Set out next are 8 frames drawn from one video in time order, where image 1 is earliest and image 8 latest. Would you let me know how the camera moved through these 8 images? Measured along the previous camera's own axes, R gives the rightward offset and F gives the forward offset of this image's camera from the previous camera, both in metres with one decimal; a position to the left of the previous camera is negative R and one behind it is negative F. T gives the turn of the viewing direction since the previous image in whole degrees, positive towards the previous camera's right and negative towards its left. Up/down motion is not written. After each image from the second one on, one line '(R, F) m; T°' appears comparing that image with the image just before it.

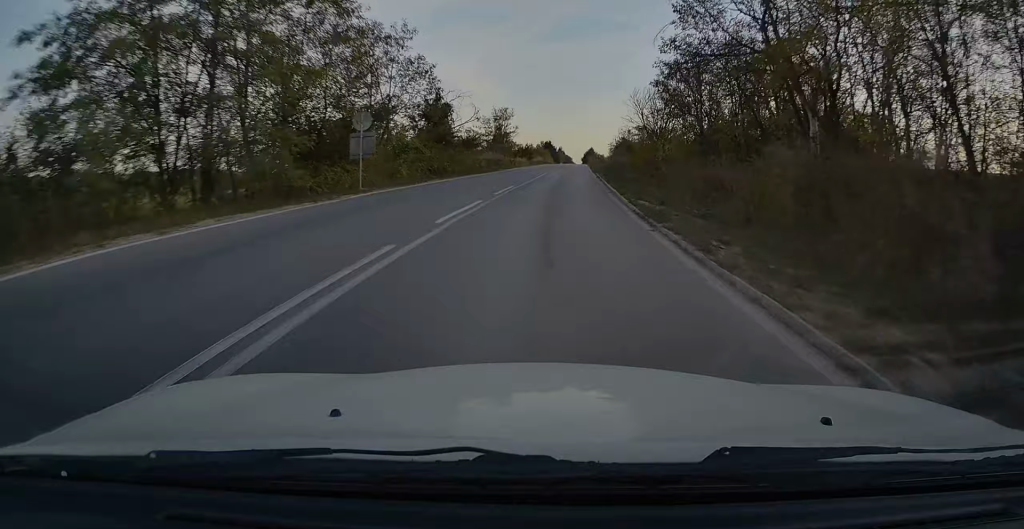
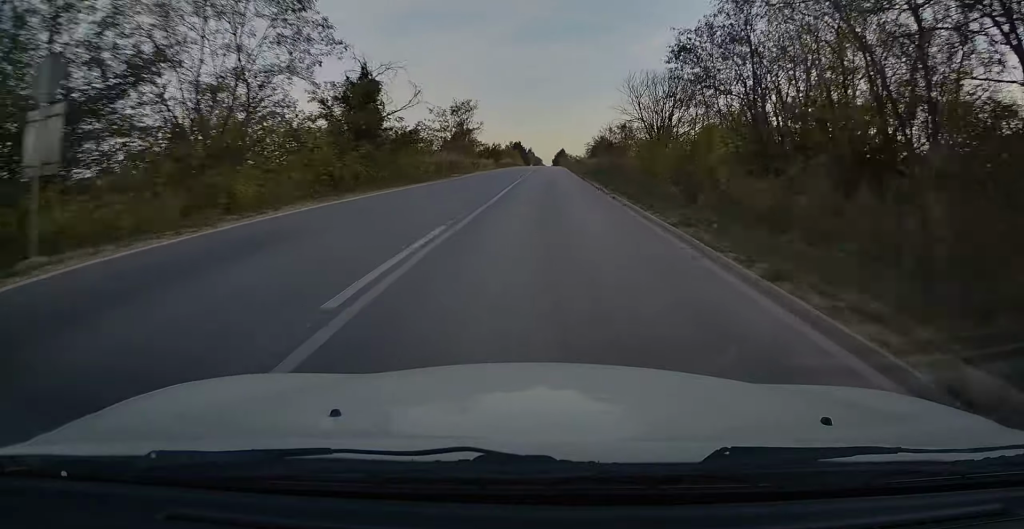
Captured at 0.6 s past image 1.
(+0.2, +15.2) m; +2°
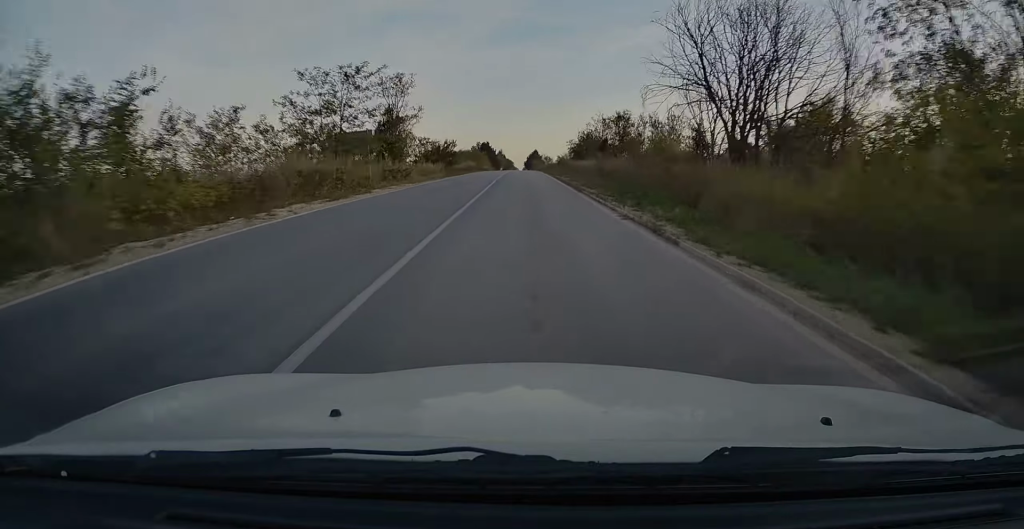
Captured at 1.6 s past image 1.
(+1.0, +27.6) m; +3°
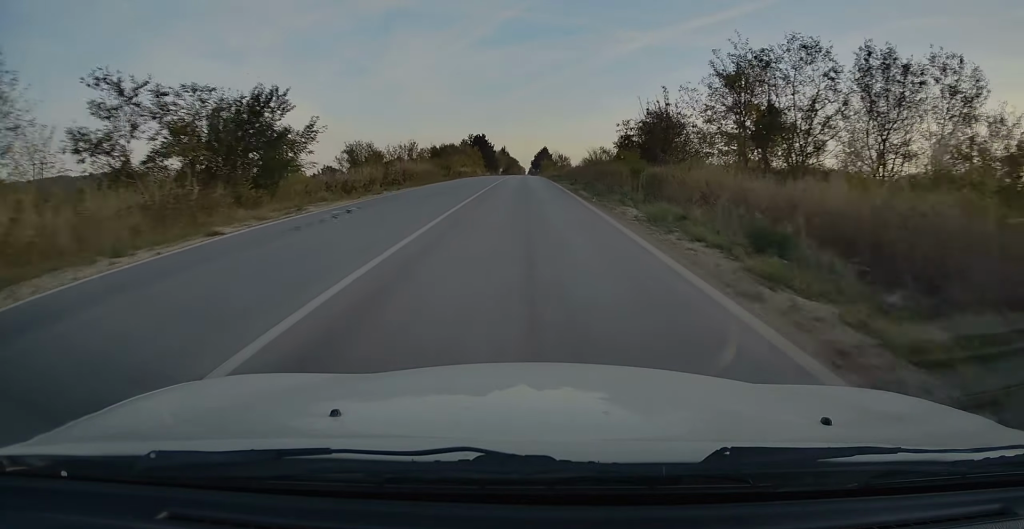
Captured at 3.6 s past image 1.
(+0.6, +53.5) m; 0°
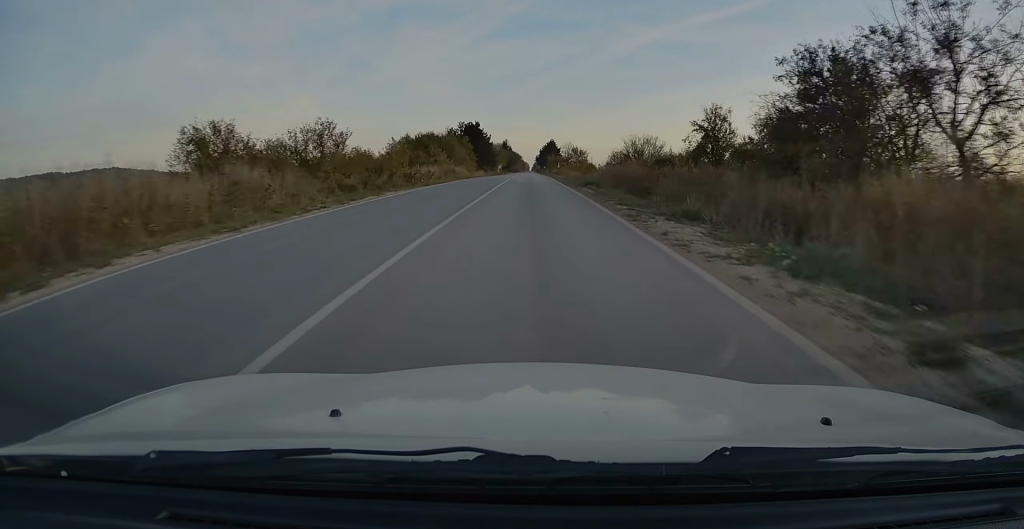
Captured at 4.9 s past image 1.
(-0.2, +34.0) m; -1°
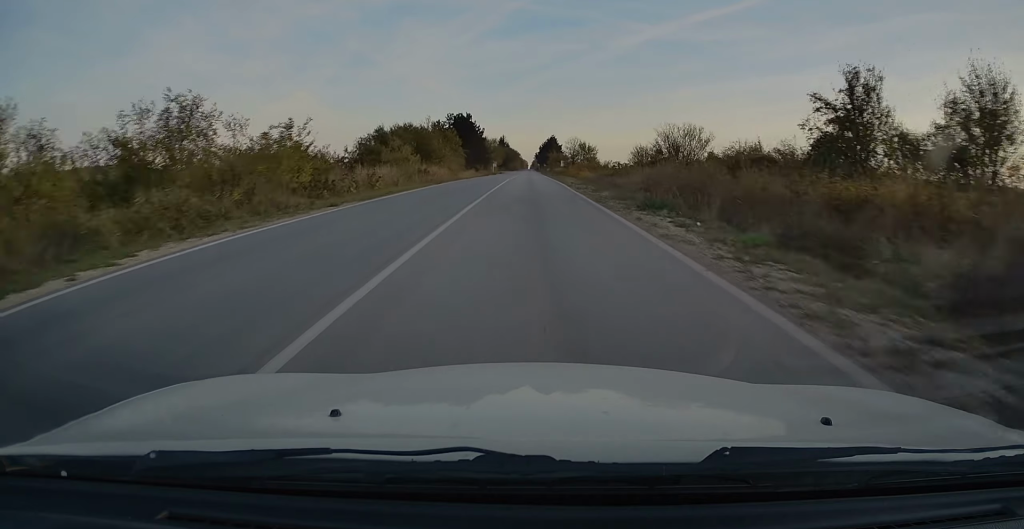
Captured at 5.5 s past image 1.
(-0.2, +17.9) m; 0°
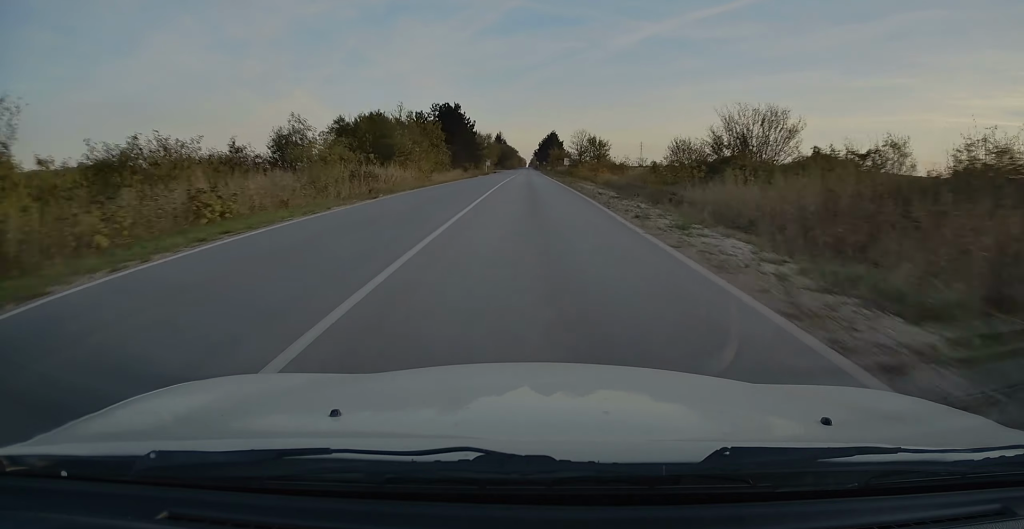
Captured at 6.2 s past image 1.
(0.0, +17.1) m; 0°
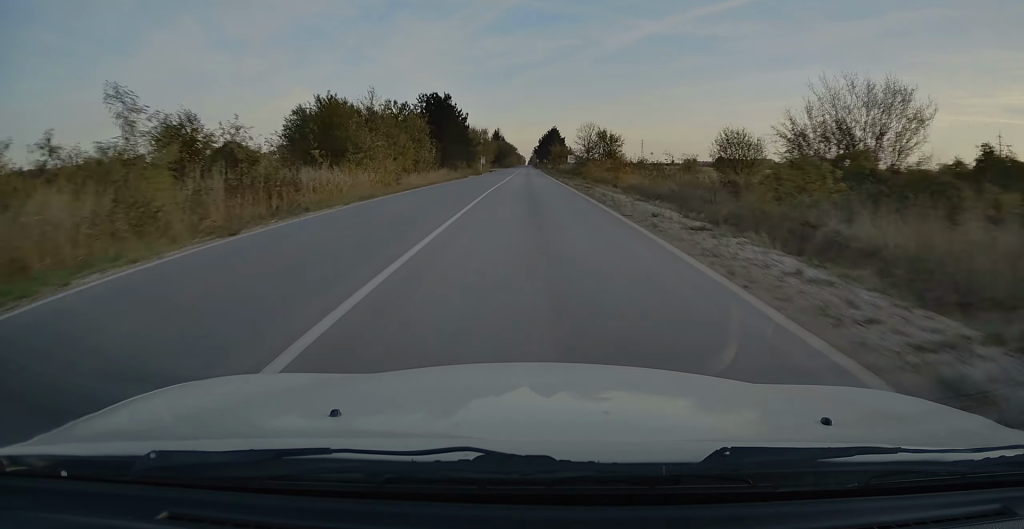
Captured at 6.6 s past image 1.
(0.0, +11.7) m; 0°
